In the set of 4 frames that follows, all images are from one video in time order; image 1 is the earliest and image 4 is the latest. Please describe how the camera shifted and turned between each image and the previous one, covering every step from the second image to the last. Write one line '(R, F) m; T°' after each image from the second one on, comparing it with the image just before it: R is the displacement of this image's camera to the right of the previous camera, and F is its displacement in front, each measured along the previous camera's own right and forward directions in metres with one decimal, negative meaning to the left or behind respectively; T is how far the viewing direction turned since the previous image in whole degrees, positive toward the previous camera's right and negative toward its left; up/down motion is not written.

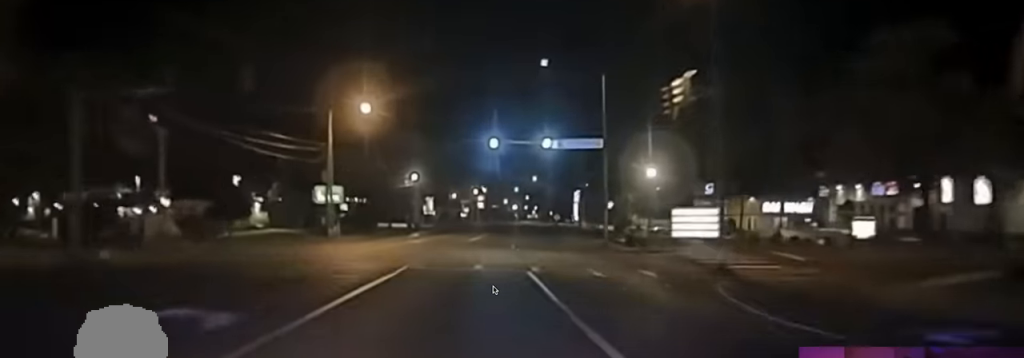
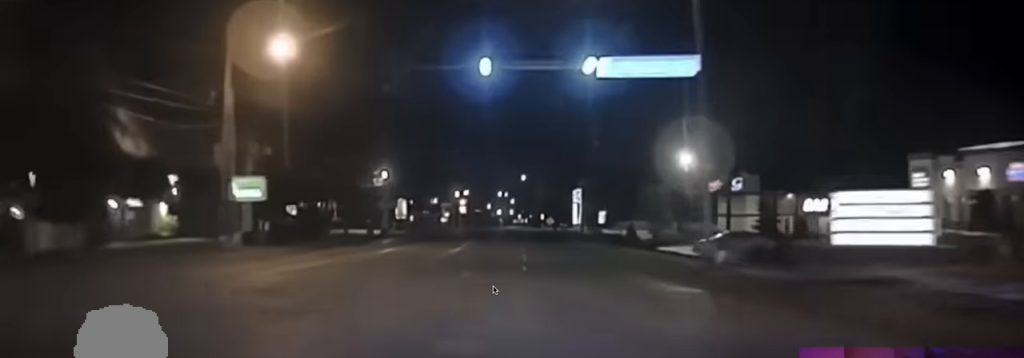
(+0.1, +27.7) m; +1°
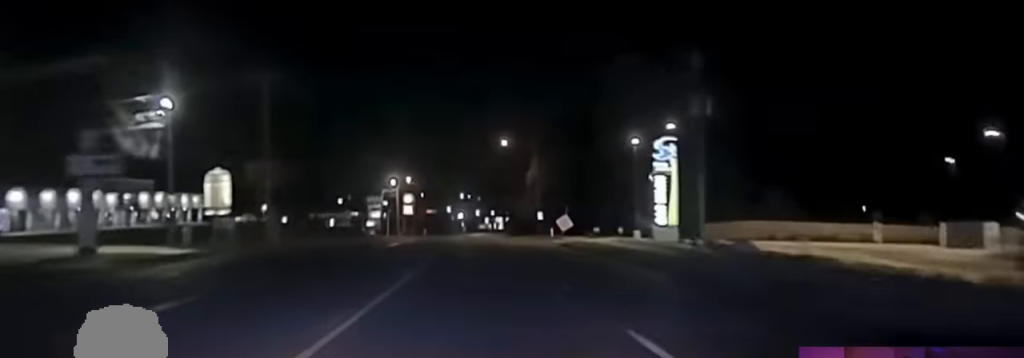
(+1.9, +83.5) m; +2°
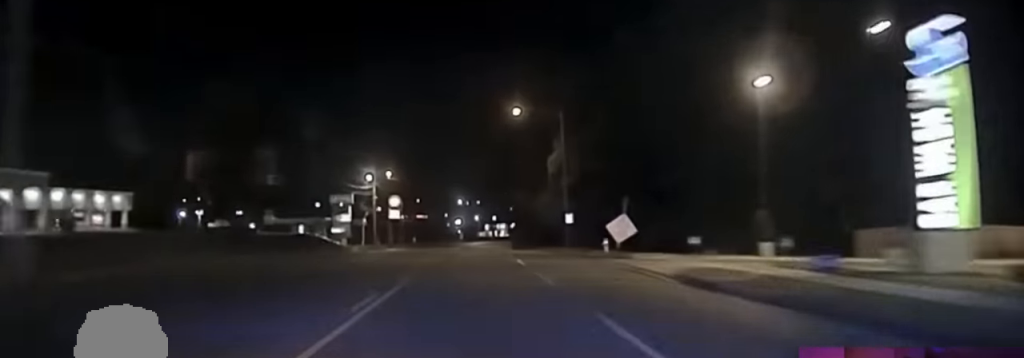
(+0.1, +33.3) m; 0°
